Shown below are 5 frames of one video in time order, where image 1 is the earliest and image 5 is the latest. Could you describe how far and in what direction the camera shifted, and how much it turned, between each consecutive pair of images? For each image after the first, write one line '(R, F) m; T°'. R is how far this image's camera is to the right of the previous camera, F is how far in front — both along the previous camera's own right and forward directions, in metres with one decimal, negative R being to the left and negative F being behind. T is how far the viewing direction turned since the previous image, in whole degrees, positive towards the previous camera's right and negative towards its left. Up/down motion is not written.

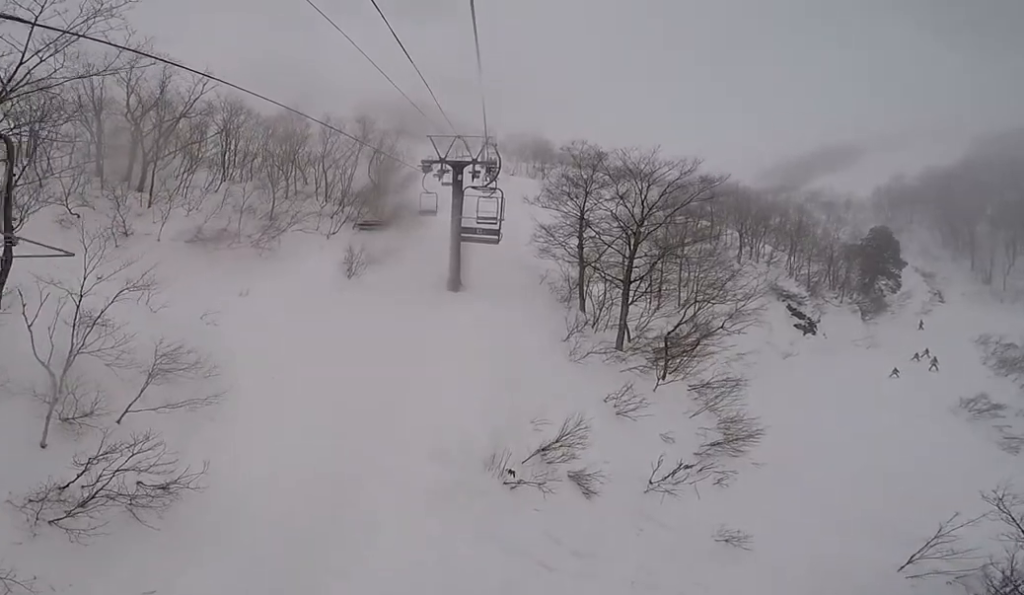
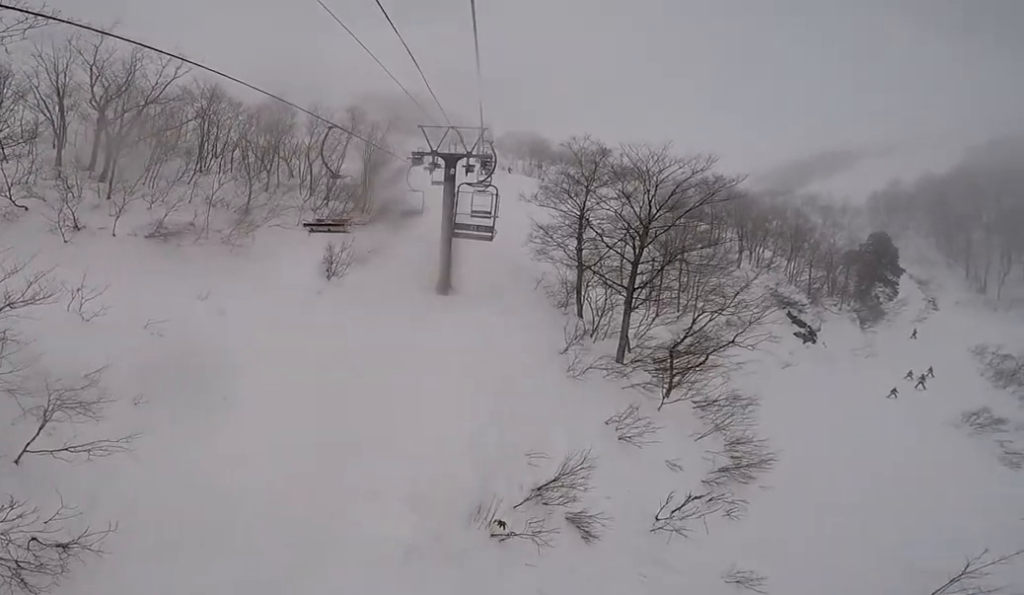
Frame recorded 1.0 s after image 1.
(0.0, +2.0) m; 0°
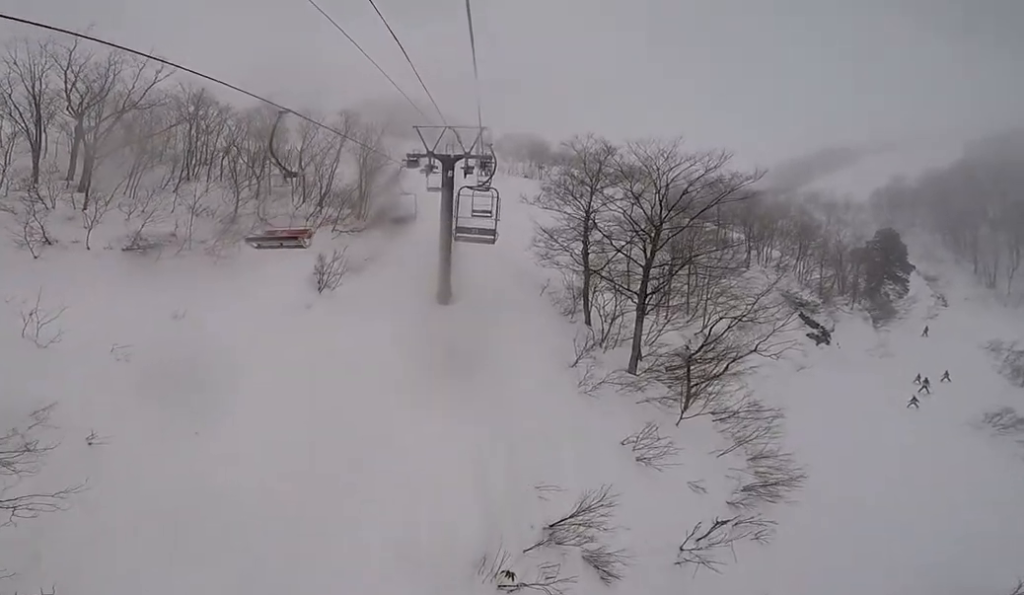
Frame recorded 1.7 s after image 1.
(0.0, +1.3) m; 0°
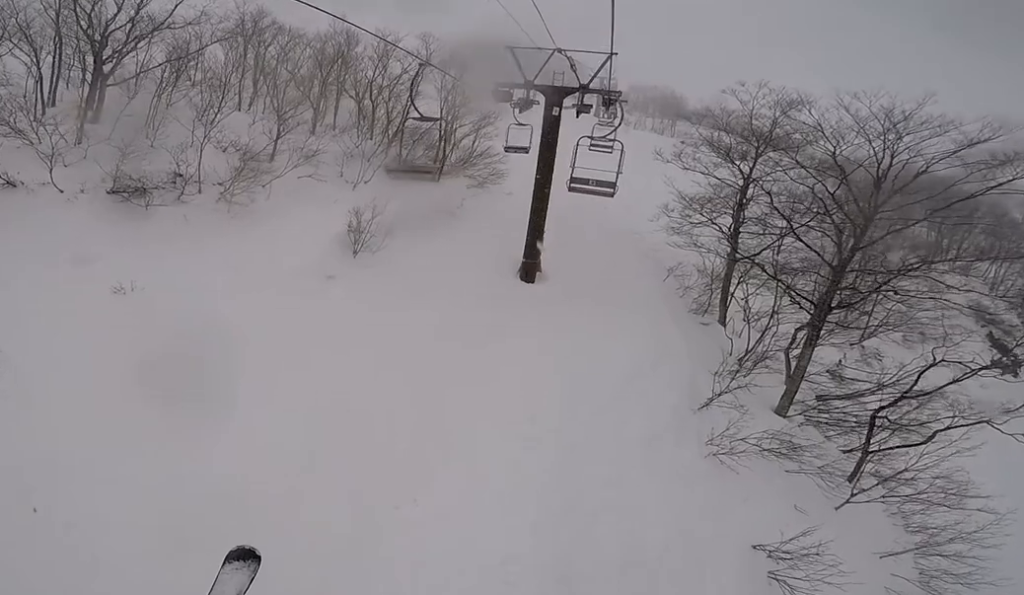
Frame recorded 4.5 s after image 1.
(0.0, +5.4) m; 0°
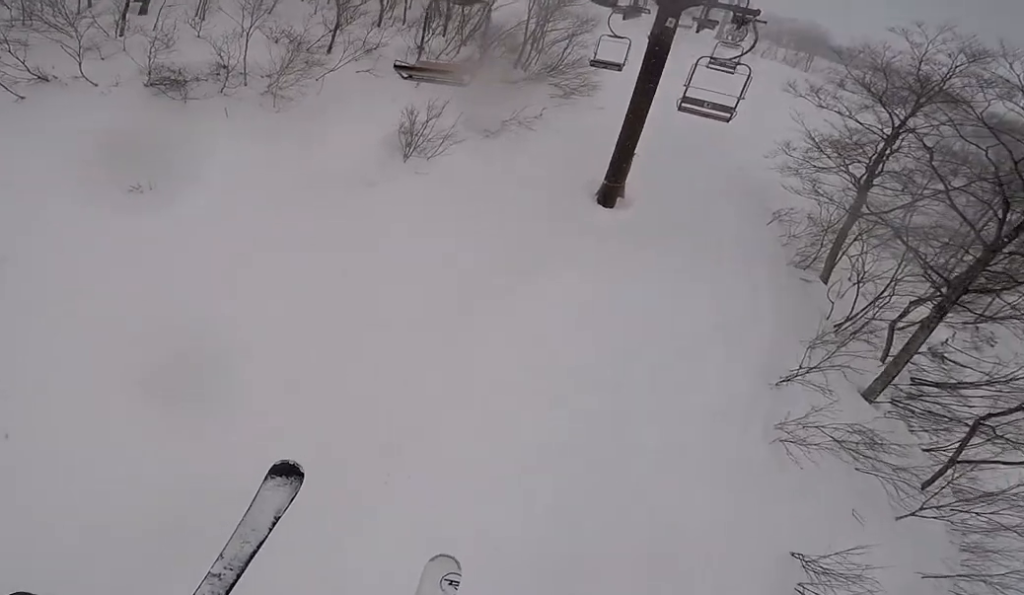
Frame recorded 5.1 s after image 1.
(0.0, +1.3) m; 0°
